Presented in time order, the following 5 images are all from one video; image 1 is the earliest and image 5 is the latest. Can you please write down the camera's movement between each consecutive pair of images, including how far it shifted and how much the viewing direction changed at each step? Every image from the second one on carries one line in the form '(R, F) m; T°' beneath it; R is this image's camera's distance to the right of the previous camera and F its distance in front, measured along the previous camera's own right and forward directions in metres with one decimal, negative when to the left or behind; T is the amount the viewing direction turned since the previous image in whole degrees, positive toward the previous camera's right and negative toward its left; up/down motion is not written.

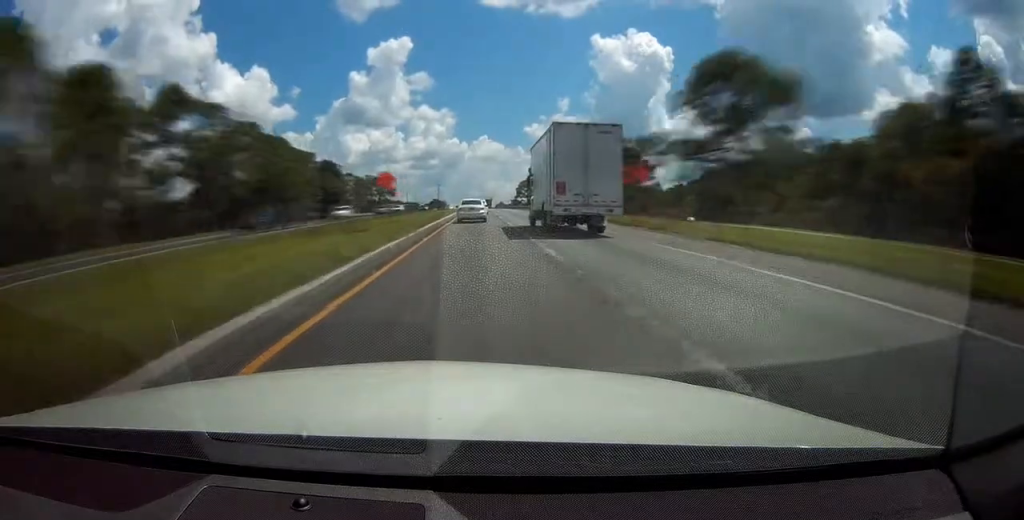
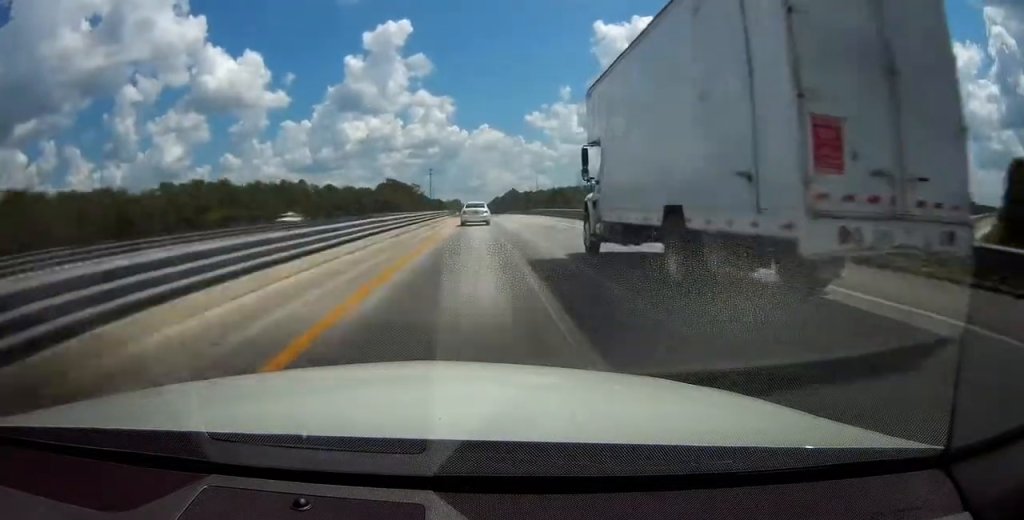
(-1.0, +244.6) m; 0°
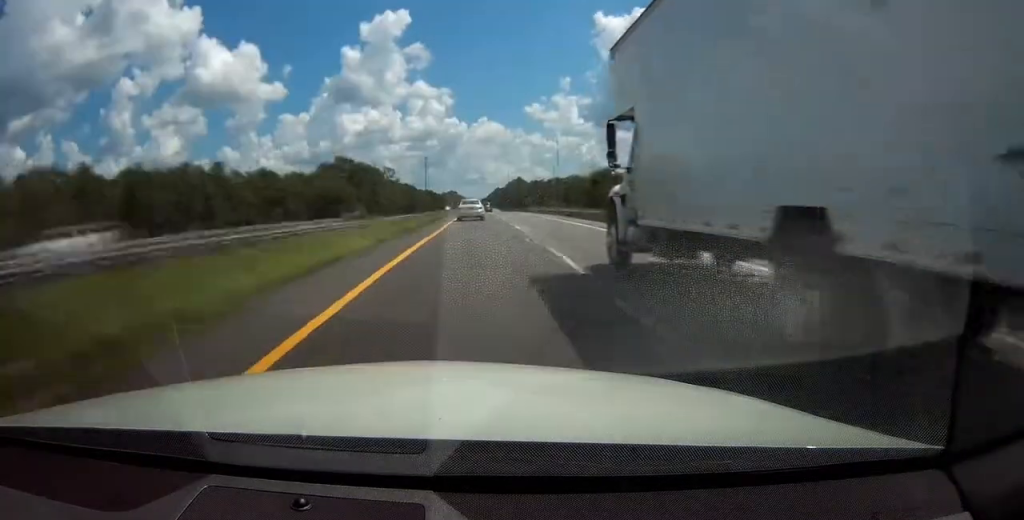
(-0.2, +93.2) m; 0°
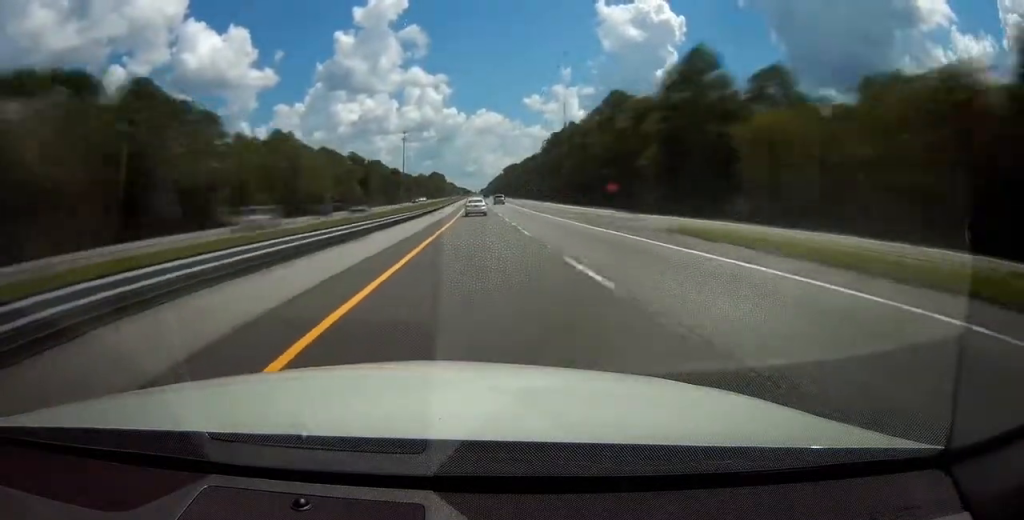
(+0.1, +271.5) m; 0°
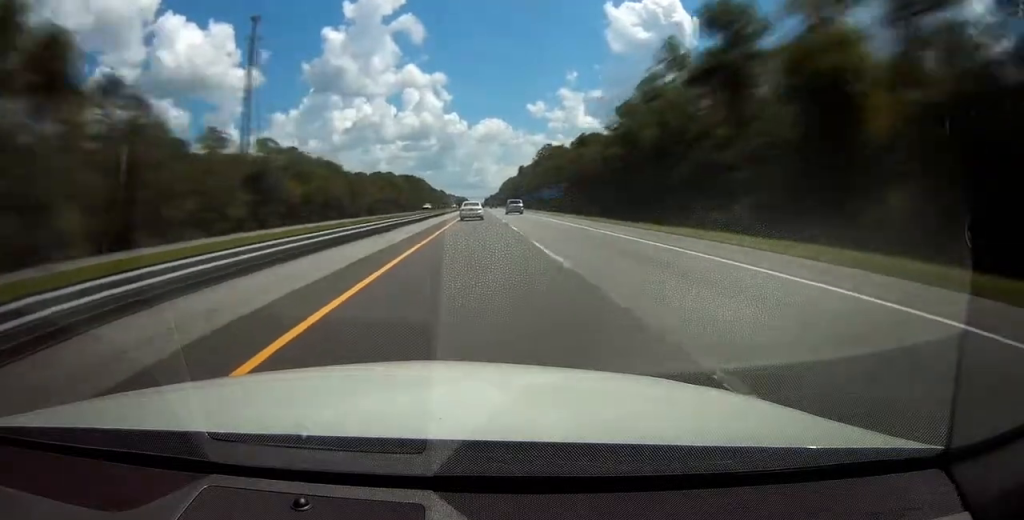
(+0.9, +521.0) m; 0°
